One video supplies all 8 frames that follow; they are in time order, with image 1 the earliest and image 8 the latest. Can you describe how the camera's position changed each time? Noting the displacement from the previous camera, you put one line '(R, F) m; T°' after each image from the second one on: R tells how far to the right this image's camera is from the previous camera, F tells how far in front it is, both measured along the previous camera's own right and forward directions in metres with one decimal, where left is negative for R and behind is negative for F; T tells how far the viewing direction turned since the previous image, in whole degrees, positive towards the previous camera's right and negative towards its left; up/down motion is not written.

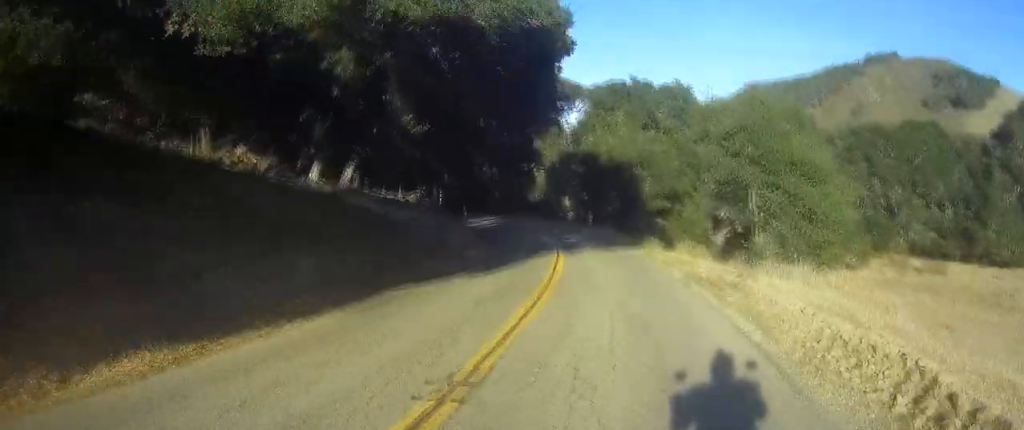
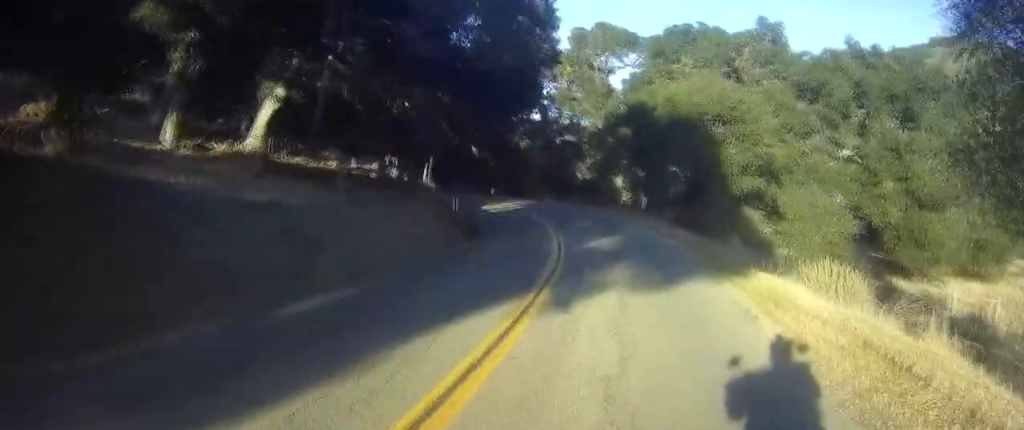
(-1.1, +16.4) m; -6°
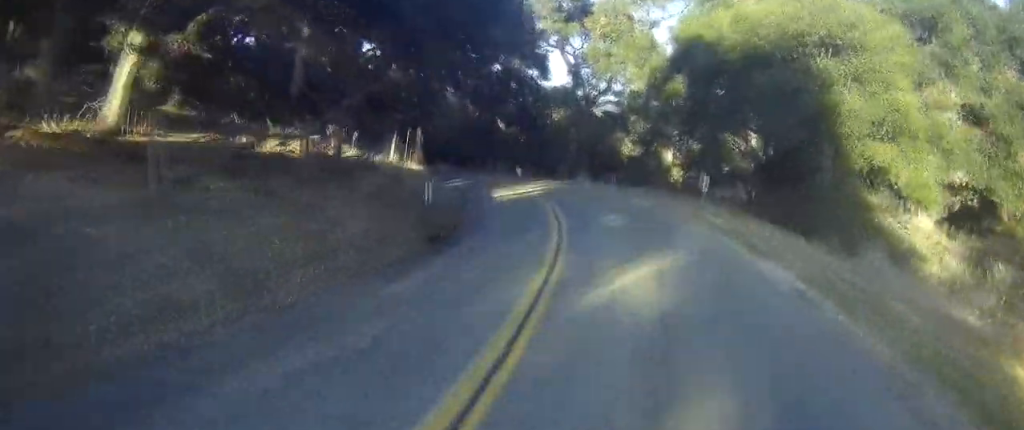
(-0.3, +10.5) m; -4°
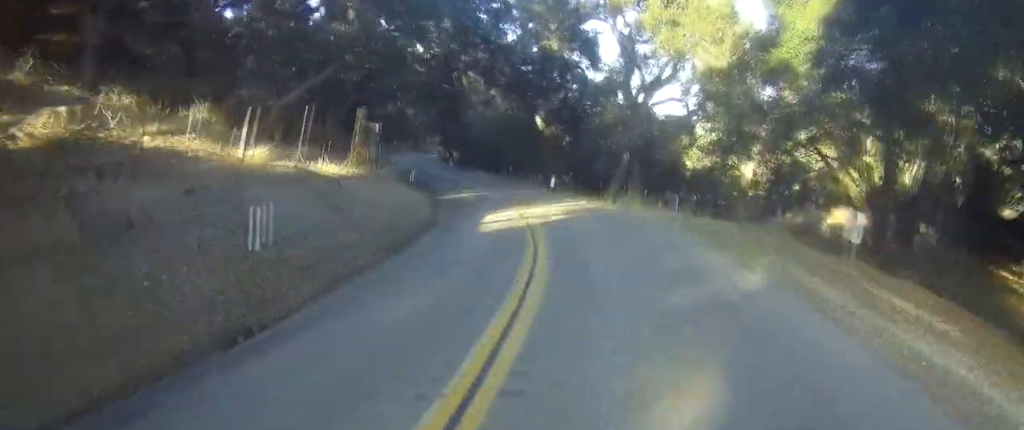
(-0.6, +12.4) m; -6°
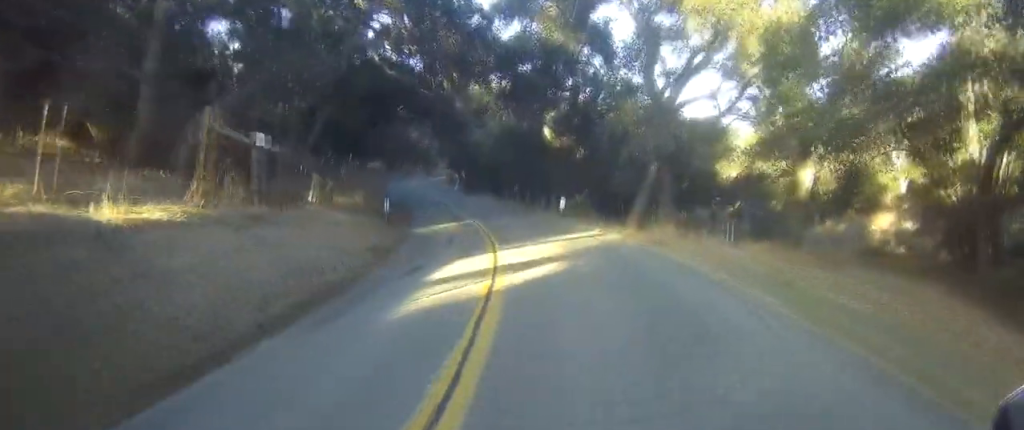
(-0.2, +8.4) m; -4°
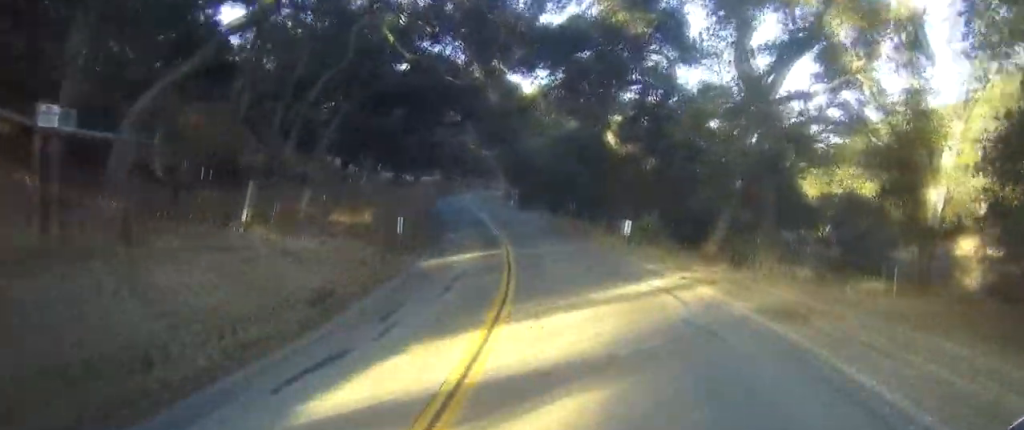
(-0.3, +7.9) m; -3°
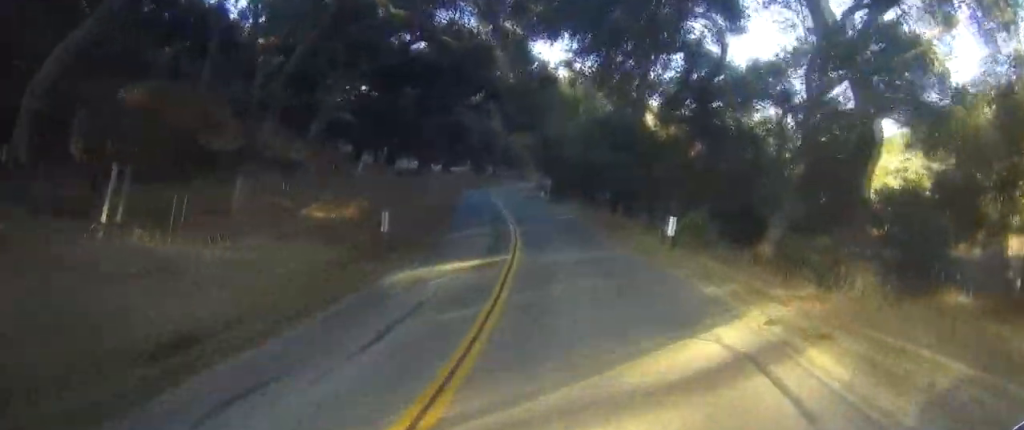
(0.0, +5.7) m; -2°
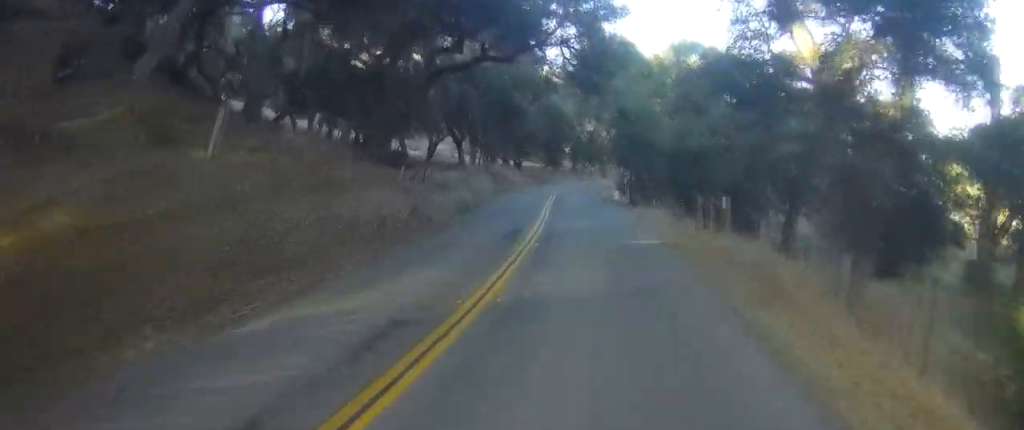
(-0.7, +18.5) m; -3°
